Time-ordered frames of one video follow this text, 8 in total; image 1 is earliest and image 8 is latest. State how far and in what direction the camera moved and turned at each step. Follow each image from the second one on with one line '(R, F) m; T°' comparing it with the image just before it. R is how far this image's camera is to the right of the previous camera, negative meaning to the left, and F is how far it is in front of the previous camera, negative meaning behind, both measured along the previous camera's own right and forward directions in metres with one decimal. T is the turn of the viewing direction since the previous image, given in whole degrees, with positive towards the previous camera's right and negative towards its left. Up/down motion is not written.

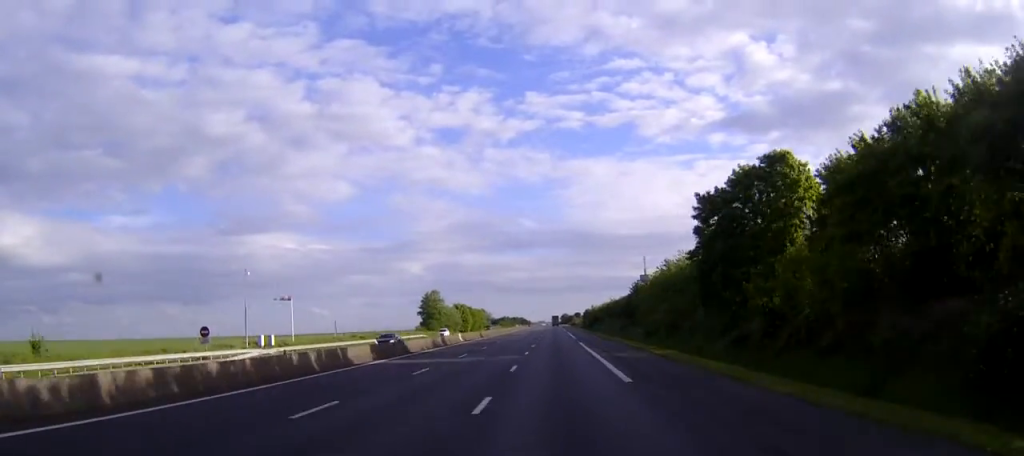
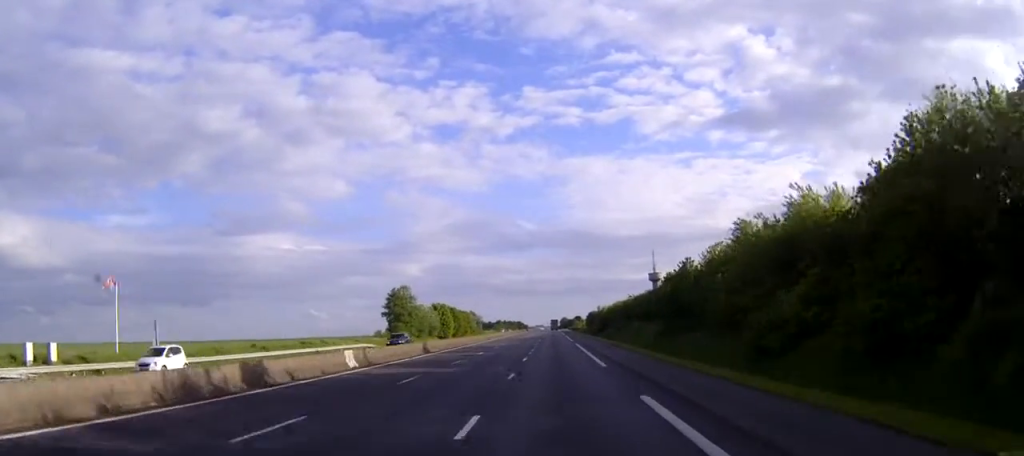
(+0.2, +42.1) m; 0°
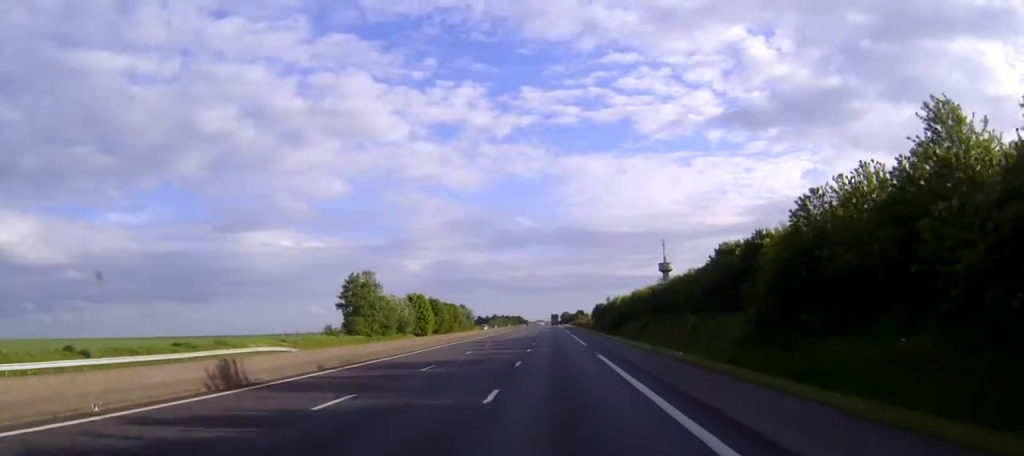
(-0.1, +35.4) m; 0°
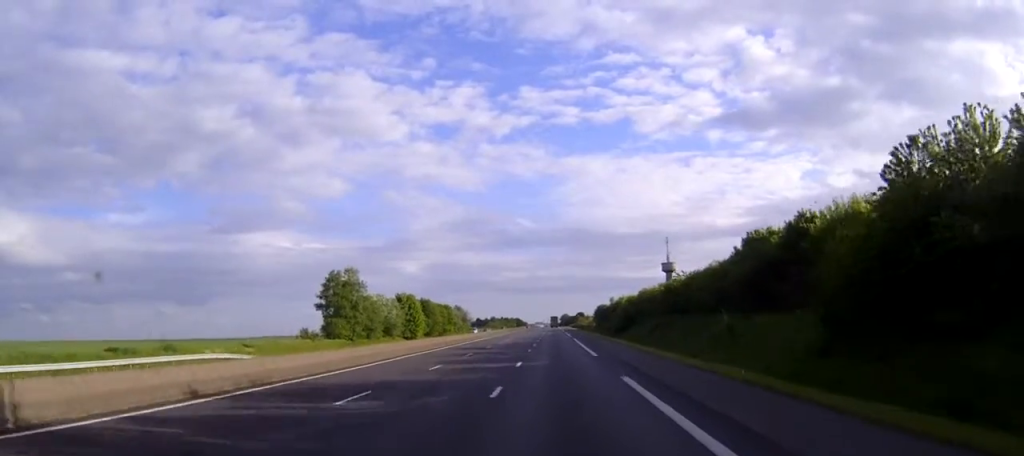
(+0.1, +11.4) m; 0°
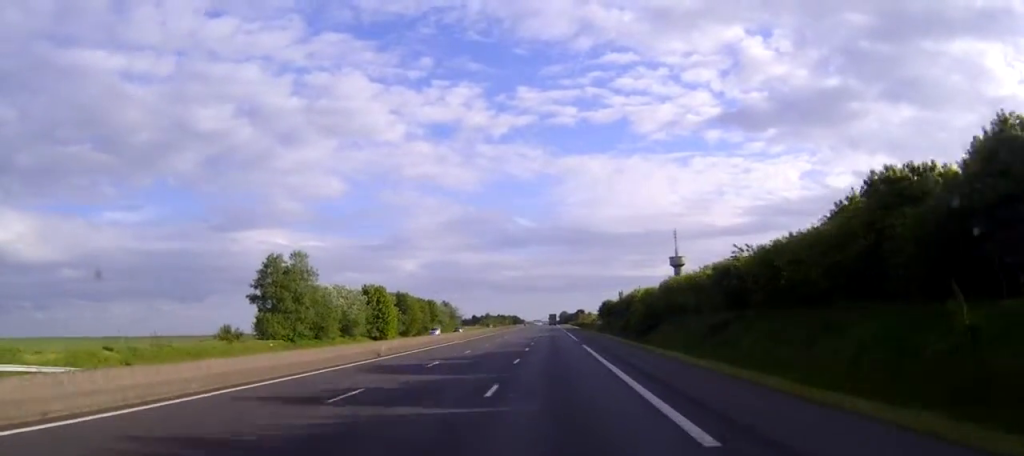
(+0.1, +26.7) m; 0°
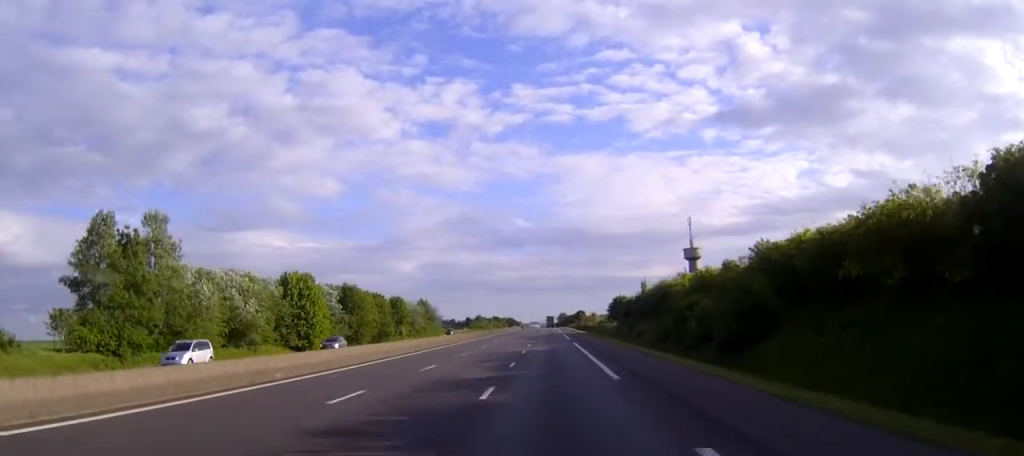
(0.0, +39.2) m; 0°
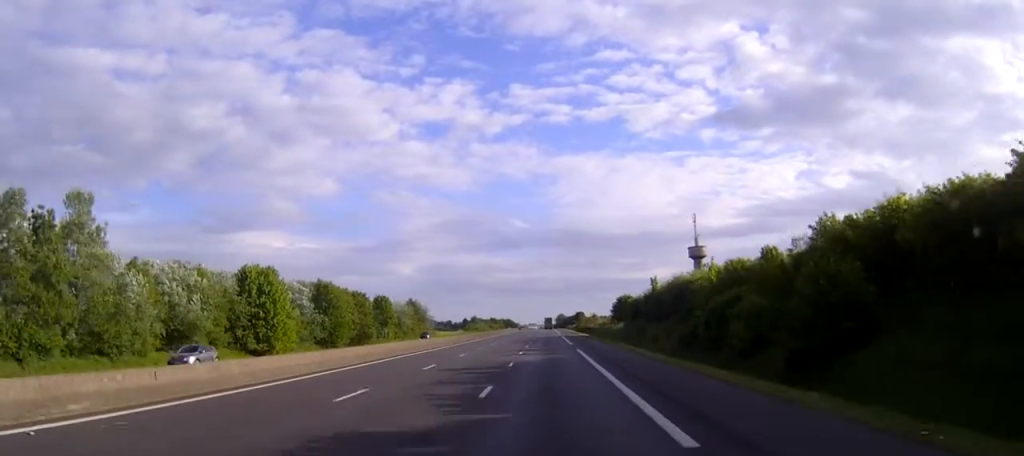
(0.0, +12.5) m; 0°
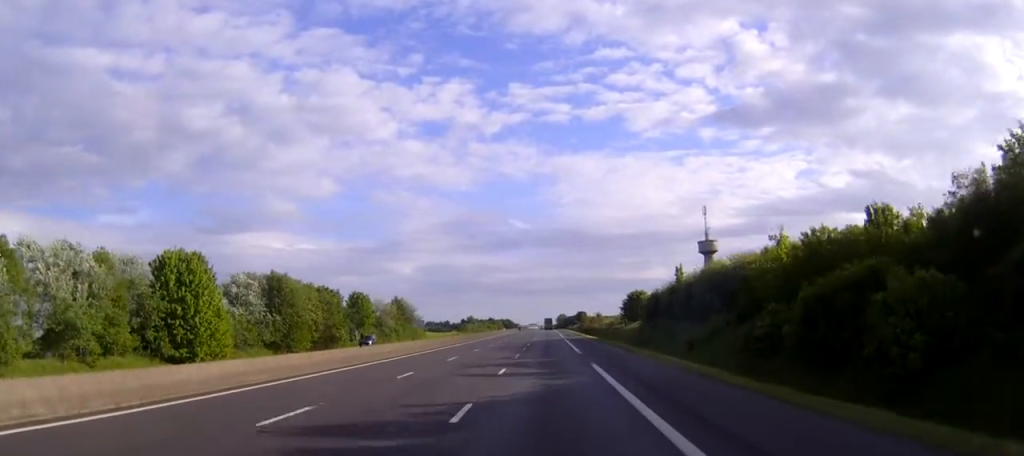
(0.0, +18.1) m; 0°
